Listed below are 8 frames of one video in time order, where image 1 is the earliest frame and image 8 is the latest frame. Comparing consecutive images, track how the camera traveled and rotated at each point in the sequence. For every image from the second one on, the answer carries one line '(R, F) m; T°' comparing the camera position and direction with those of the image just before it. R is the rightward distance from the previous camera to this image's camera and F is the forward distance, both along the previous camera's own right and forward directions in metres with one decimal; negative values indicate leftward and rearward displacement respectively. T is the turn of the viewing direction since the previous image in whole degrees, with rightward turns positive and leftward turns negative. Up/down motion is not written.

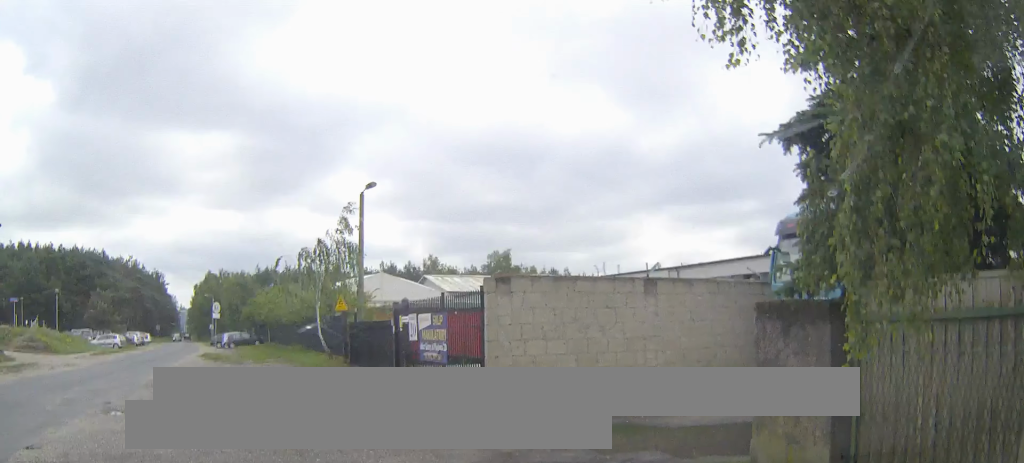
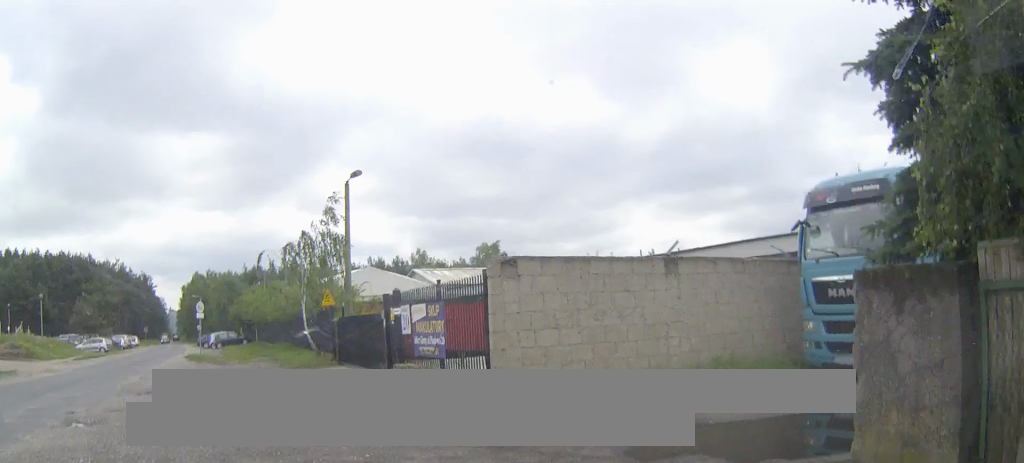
(0.0, +1.3) m; 0°
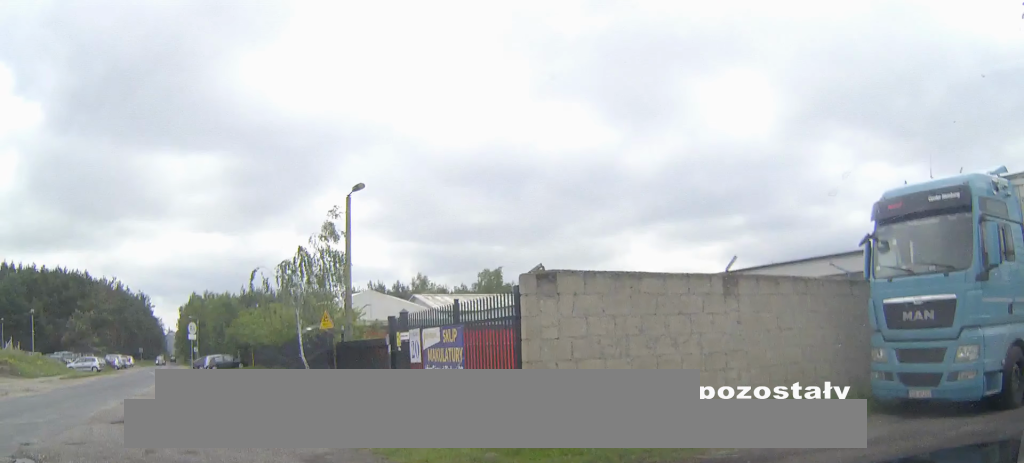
(0.0, +1.9) m; -2°
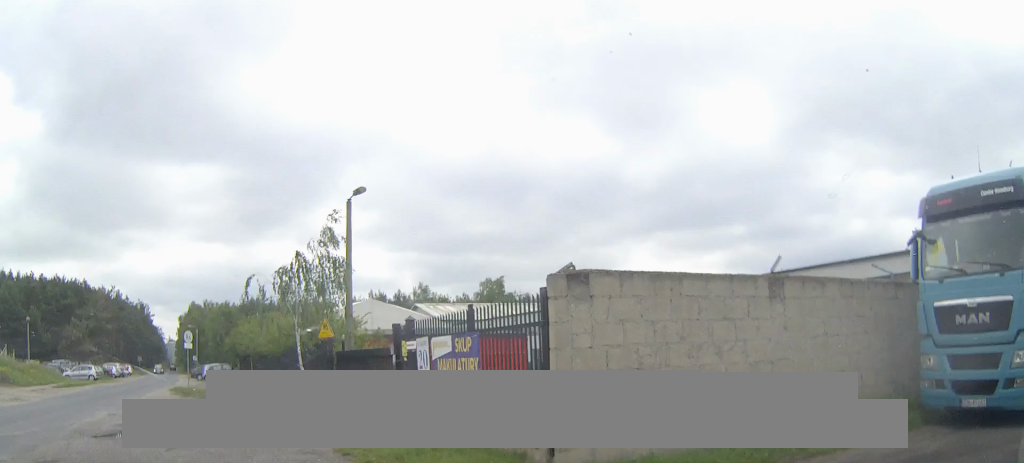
(0.0, +1.3) m; -1°
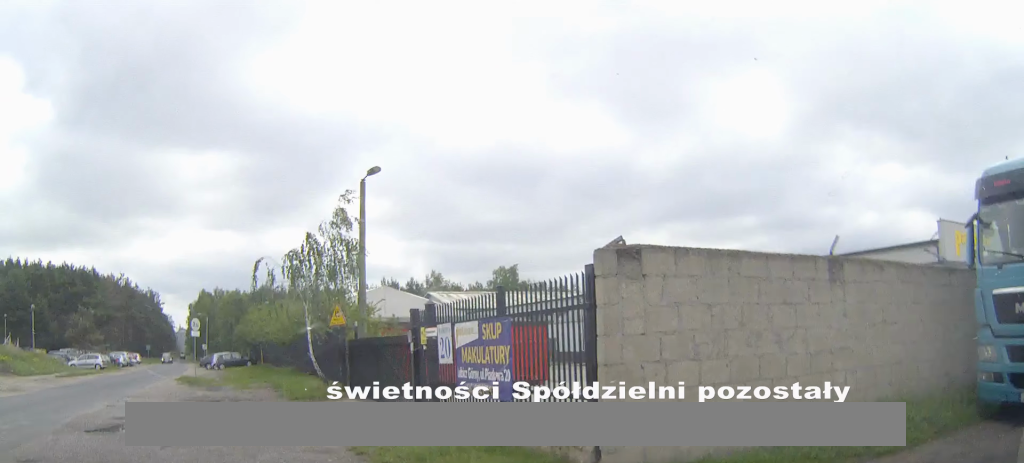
(0.0, +1.4) m; 0°
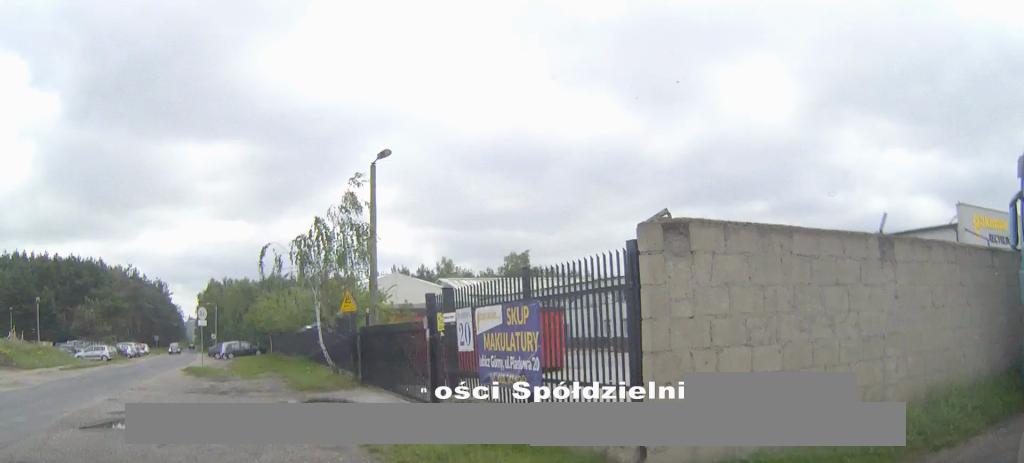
(0.0, +1.0) m; 0°
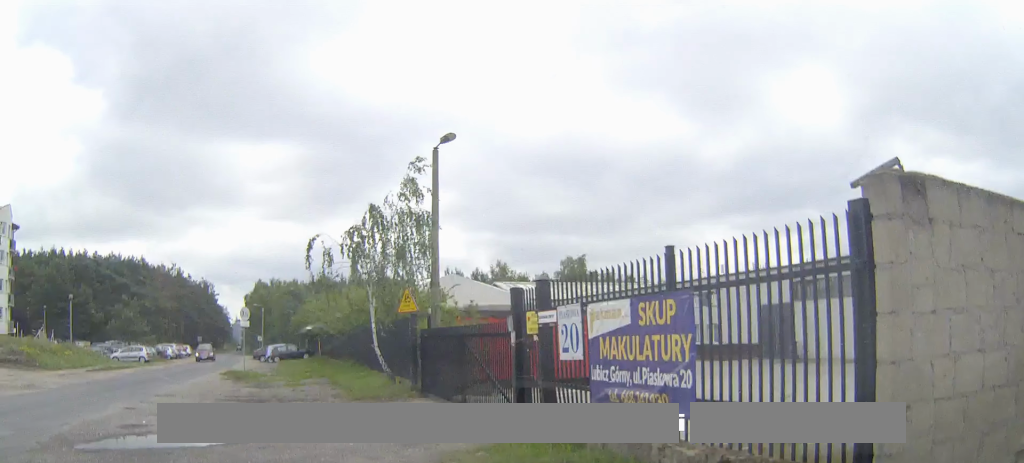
(-0.1, +3.4) m; 0°
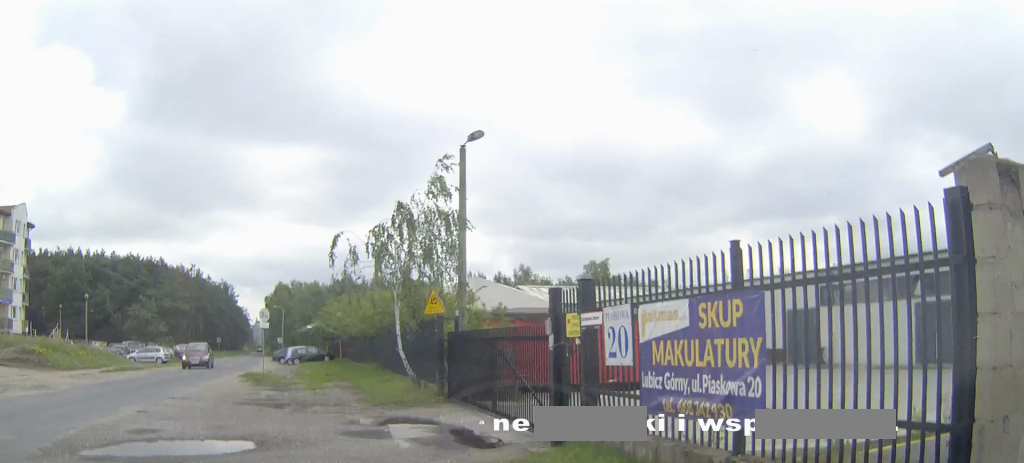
(-0.5, +0.6) m; 0°
